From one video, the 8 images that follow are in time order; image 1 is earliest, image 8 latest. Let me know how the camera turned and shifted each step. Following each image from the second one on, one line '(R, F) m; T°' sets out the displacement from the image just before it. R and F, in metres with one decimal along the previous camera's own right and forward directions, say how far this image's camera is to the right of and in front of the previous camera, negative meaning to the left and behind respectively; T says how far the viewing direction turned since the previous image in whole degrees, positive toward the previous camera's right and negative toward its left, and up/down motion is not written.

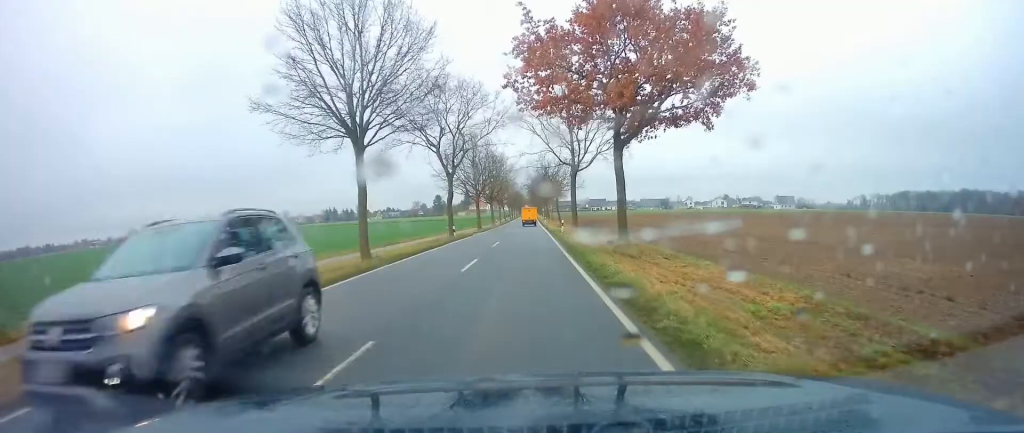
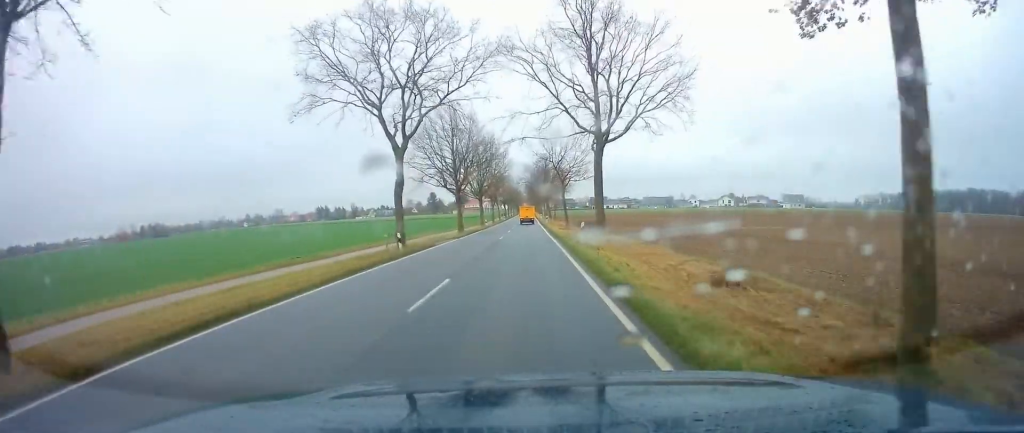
(-0.2, +17.8) m; -1°
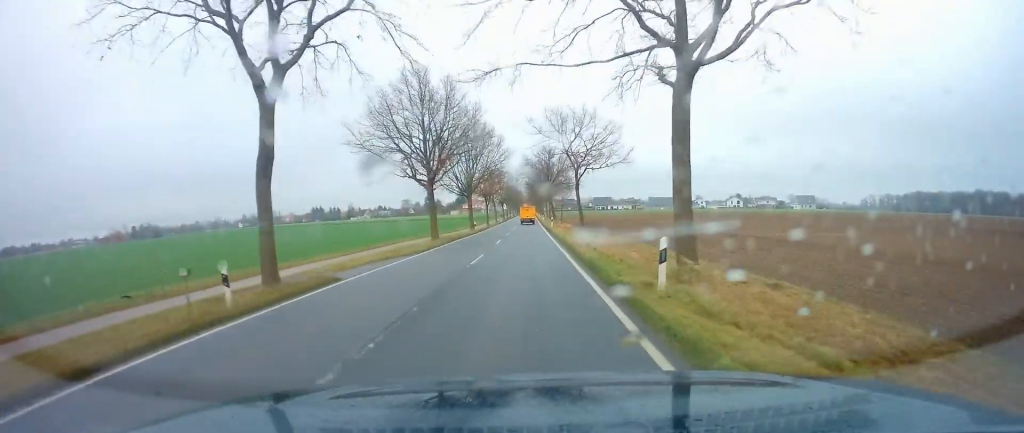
(0.0, +15.5) m; 0°
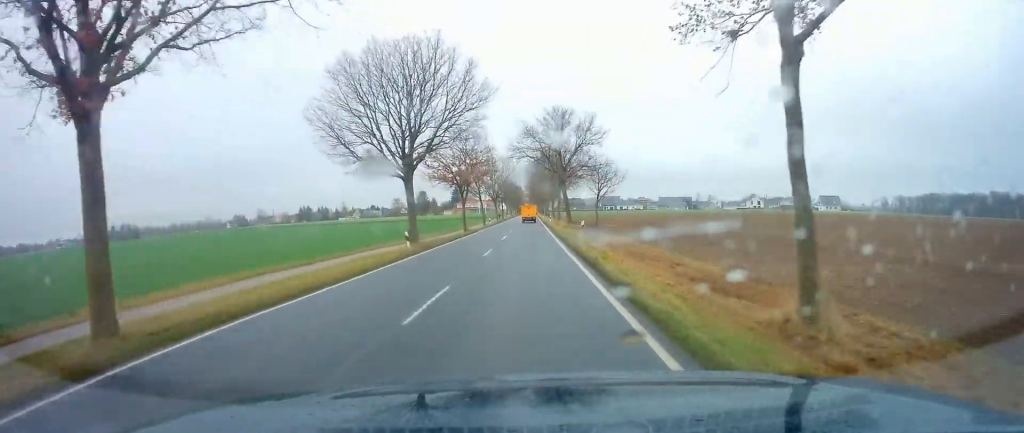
(+0.3, +32.9) m; 0°
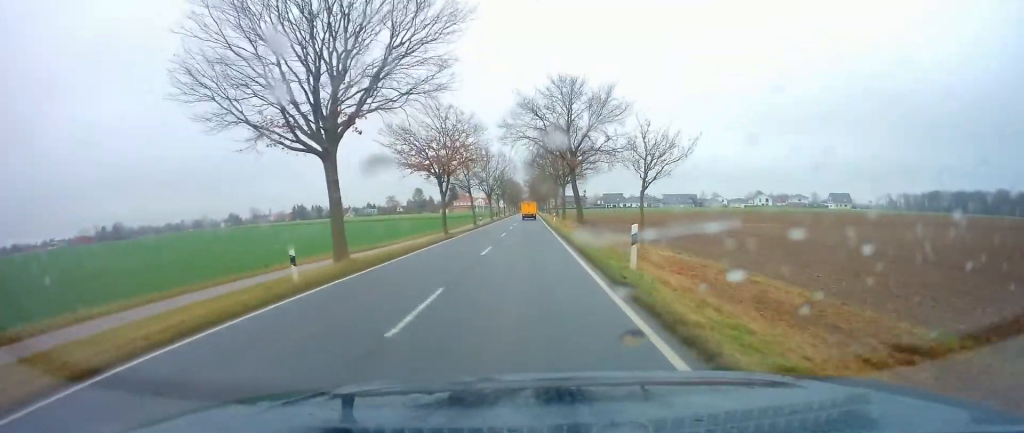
(-0.1, +12.8) m; 0°
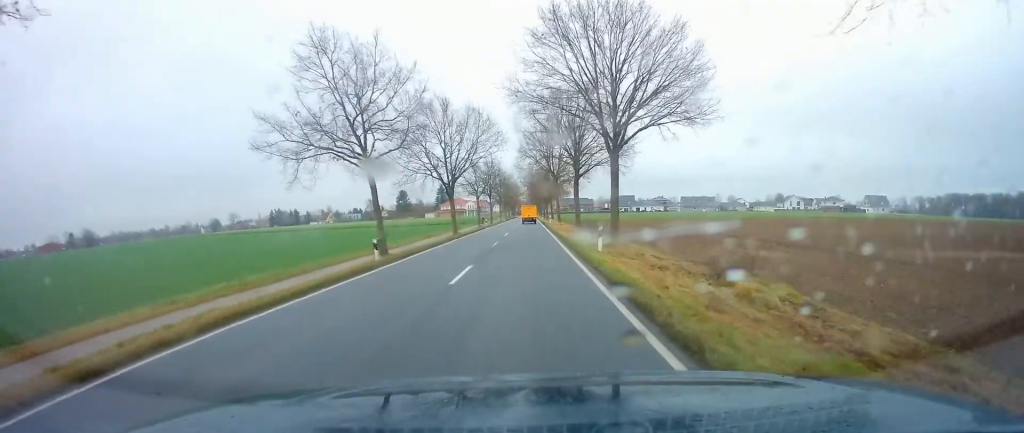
(-0.1, +42.0) m; 0°
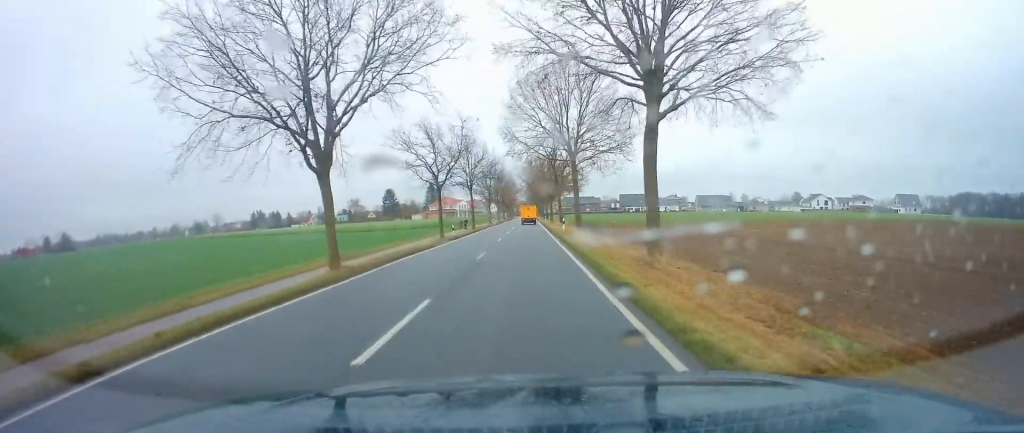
(+0.3, +29.5) m; 0°
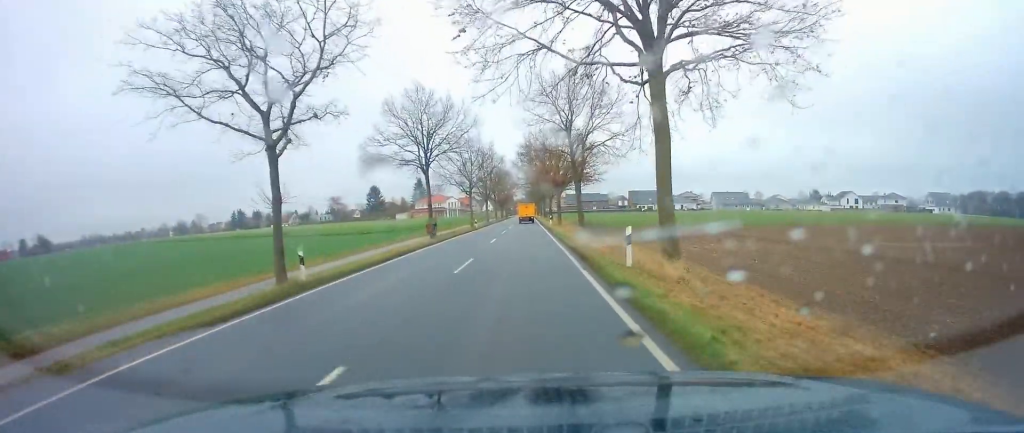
(-0.5, +27.6) m; 0°
